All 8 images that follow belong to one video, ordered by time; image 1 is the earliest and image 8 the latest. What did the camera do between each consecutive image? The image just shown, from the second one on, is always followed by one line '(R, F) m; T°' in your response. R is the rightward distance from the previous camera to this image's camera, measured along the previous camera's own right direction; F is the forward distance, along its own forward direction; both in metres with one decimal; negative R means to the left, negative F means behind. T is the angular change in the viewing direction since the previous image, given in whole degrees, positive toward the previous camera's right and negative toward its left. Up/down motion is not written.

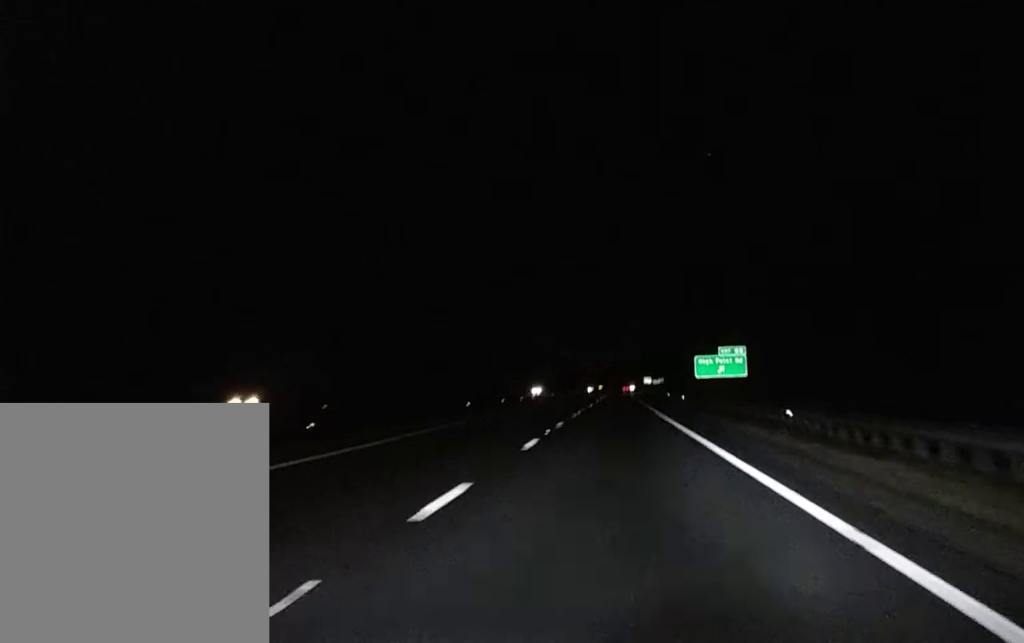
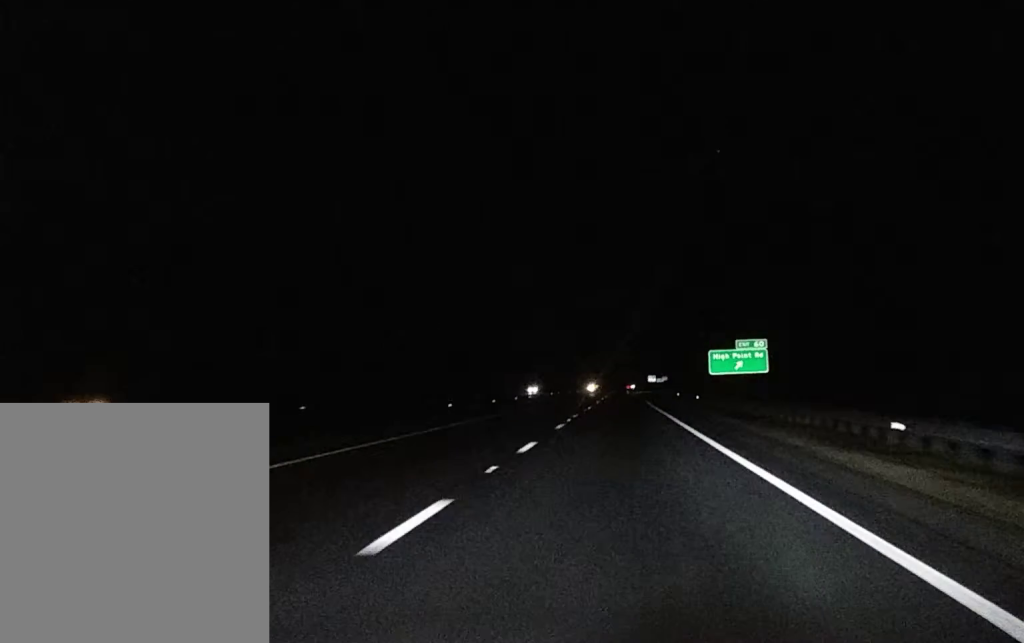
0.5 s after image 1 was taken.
(0.0, +11.1) m; 0°
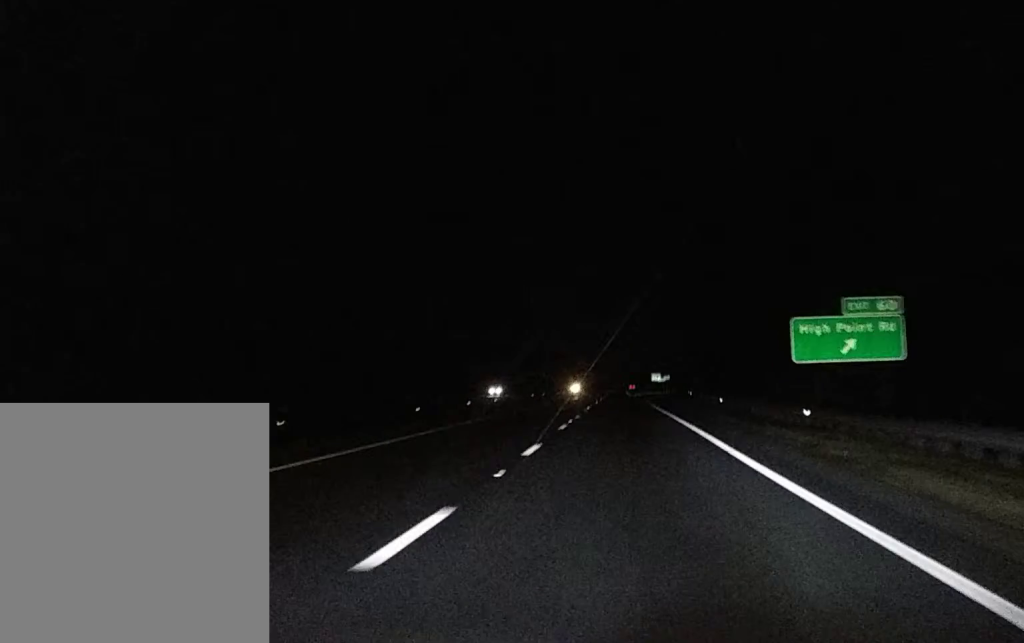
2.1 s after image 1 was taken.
(0.0, +37.9) m; 0°
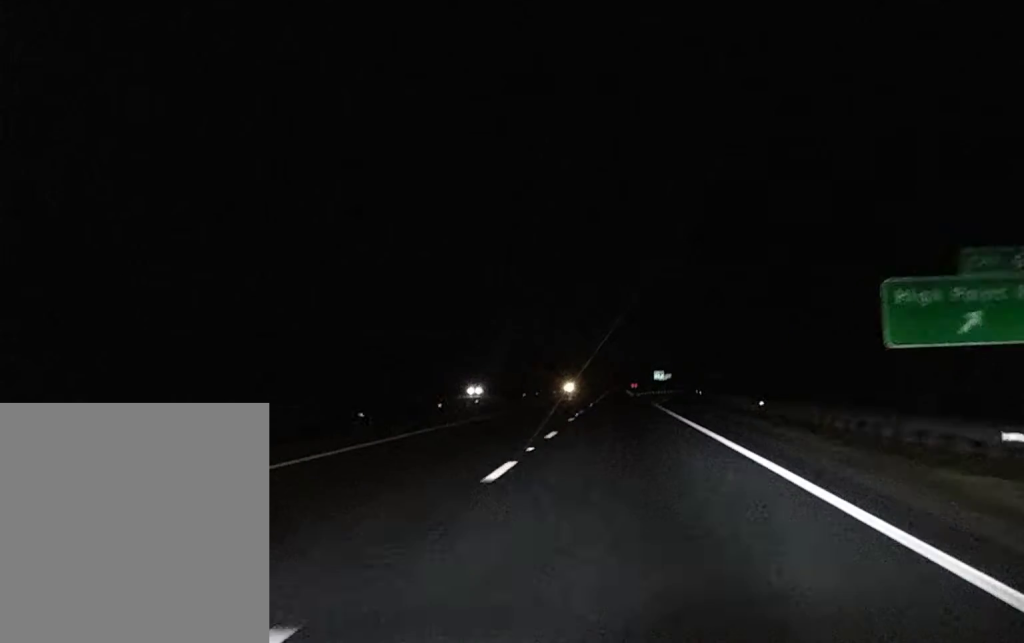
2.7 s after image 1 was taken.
(0.0, +17.4) m; 0°
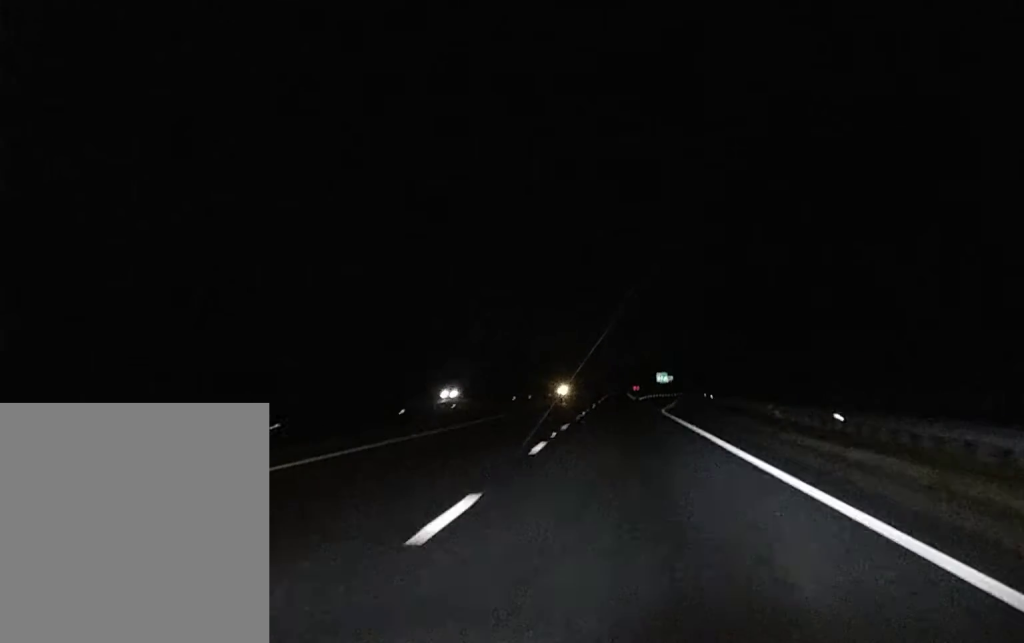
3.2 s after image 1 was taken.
(0.0, +18.0) m; 0°
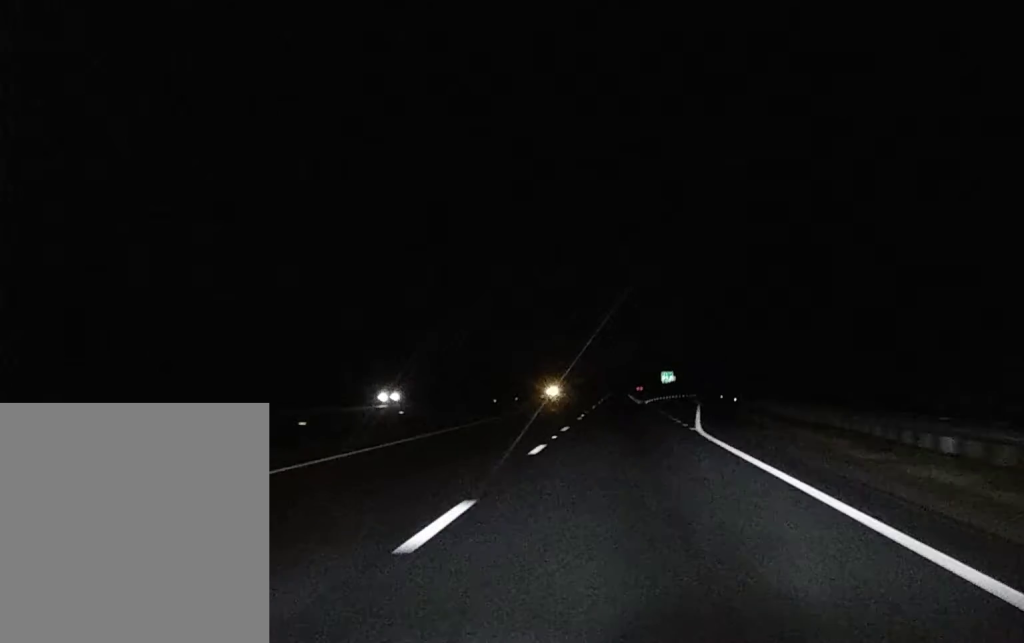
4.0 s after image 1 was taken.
(-0.1, +27.7) m; 0°
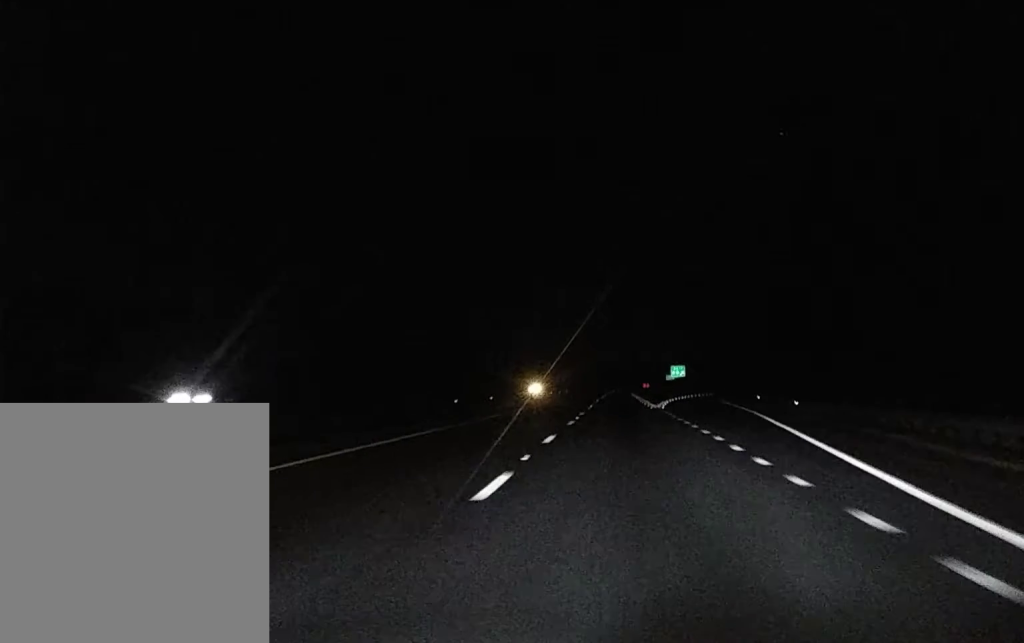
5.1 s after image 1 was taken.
(0.0, +44.8) m; 0°
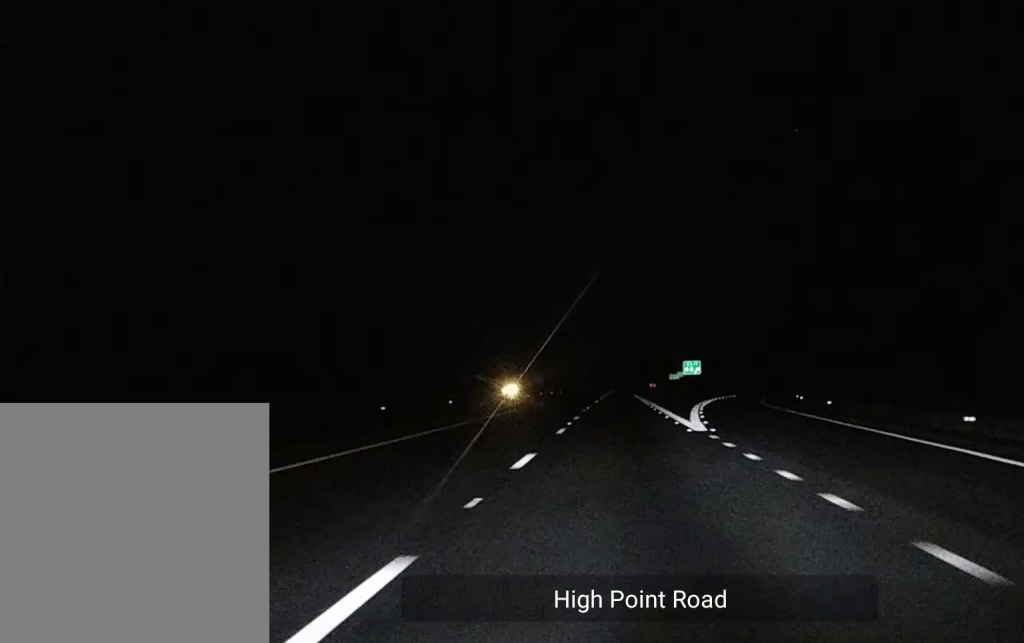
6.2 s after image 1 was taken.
(+0.1, +42.4) m; 0°
